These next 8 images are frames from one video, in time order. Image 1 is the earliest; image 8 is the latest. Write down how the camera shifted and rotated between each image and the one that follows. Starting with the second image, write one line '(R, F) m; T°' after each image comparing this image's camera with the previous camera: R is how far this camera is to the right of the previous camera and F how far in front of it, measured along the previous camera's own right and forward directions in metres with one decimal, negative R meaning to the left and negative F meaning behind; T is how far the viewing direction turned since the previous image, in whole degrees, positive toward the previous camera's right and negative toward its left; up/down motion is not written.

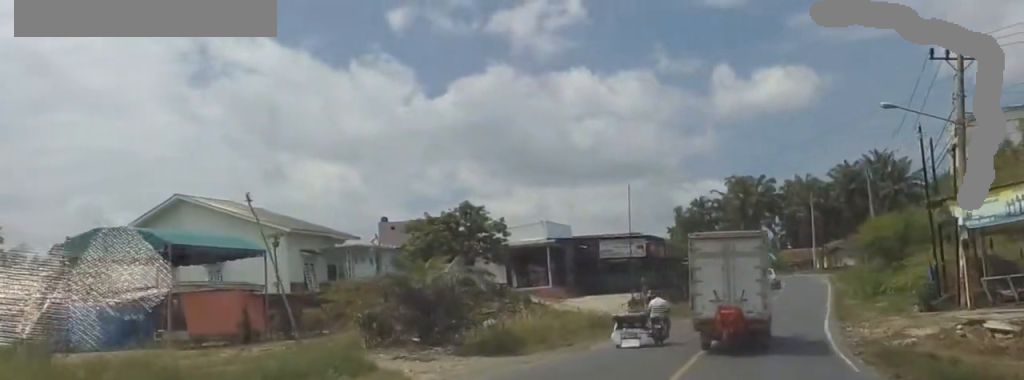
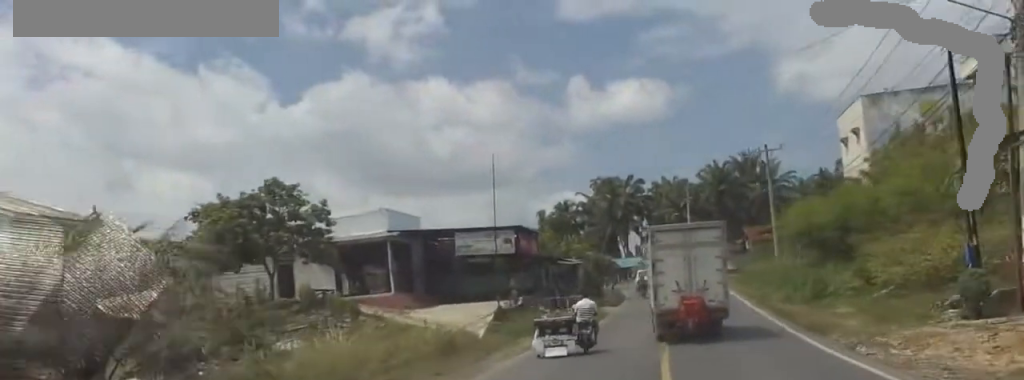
(0.0, +13.4) m; 0°
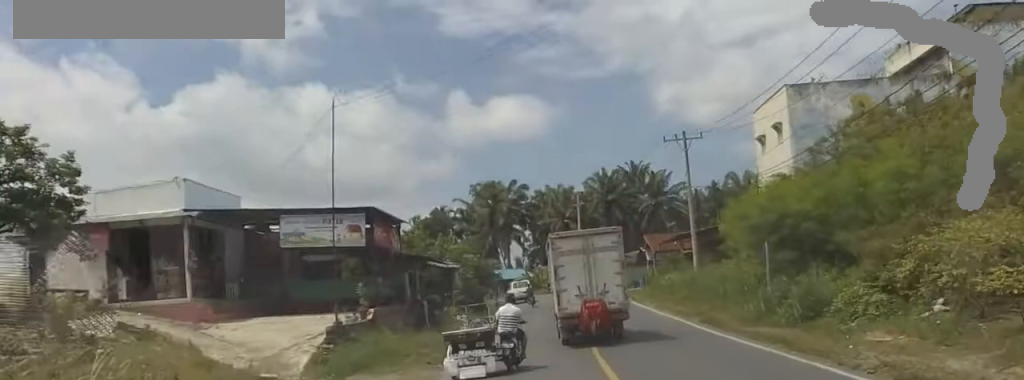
(0.0, +12.7) m; +1°
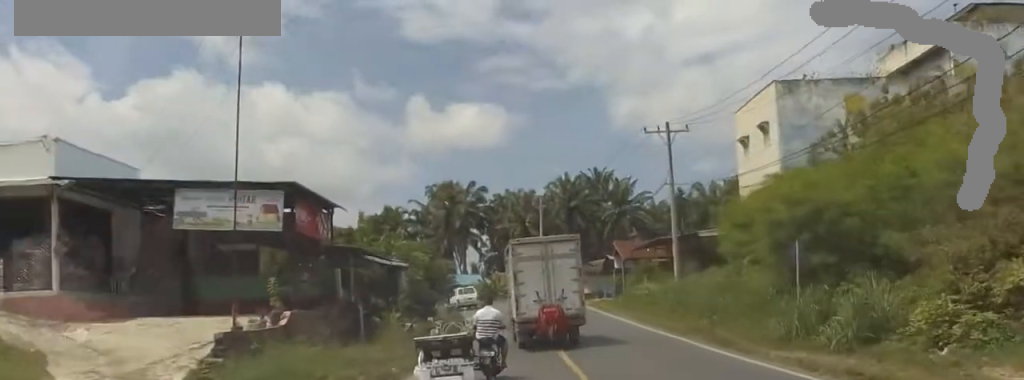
(-0.1, +6.6) m; +2°
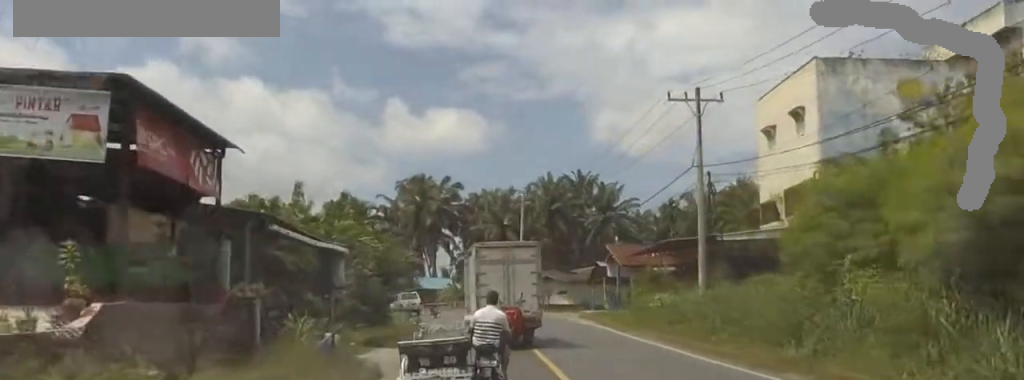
(+0.4, +10.9) m; +5°
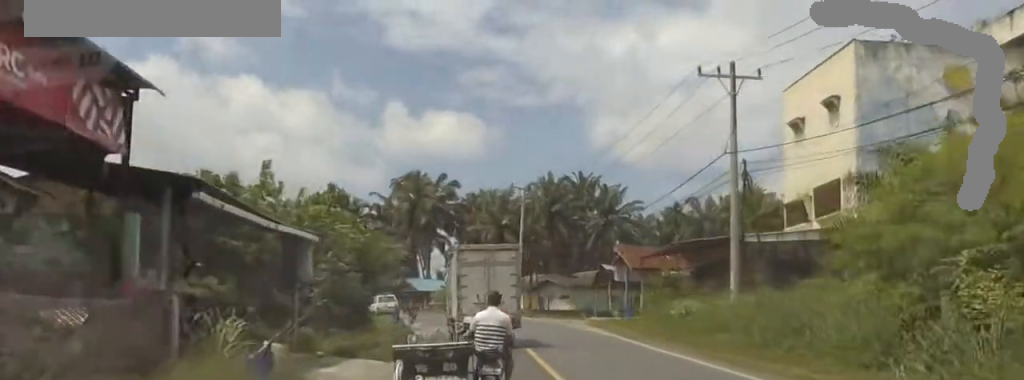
(0.0, +5.4) m; +4°
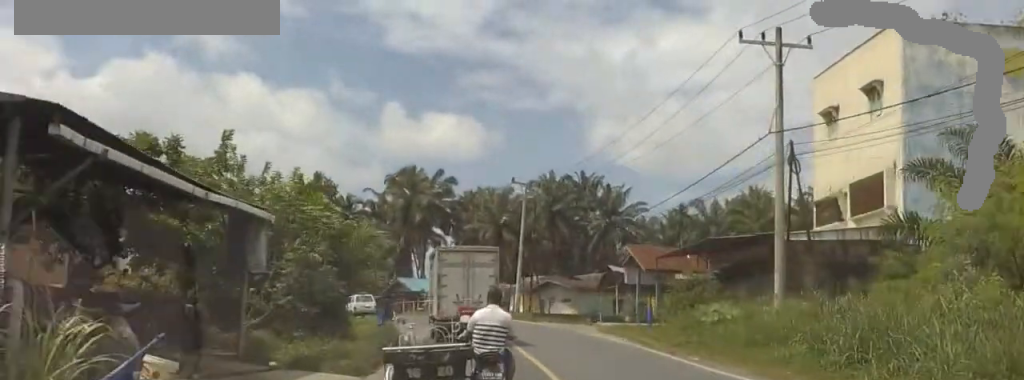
(+0.3, +5.4) m; +6°
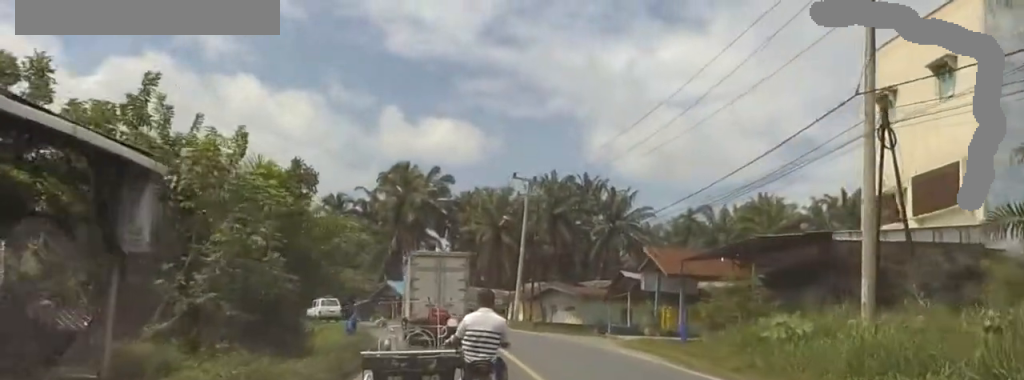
(+0.1, +7.2) m; +8°
